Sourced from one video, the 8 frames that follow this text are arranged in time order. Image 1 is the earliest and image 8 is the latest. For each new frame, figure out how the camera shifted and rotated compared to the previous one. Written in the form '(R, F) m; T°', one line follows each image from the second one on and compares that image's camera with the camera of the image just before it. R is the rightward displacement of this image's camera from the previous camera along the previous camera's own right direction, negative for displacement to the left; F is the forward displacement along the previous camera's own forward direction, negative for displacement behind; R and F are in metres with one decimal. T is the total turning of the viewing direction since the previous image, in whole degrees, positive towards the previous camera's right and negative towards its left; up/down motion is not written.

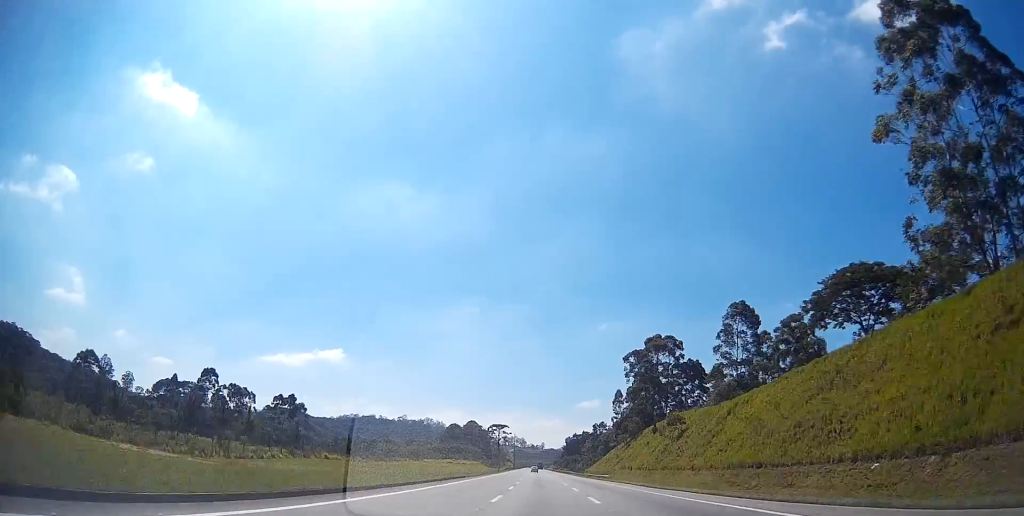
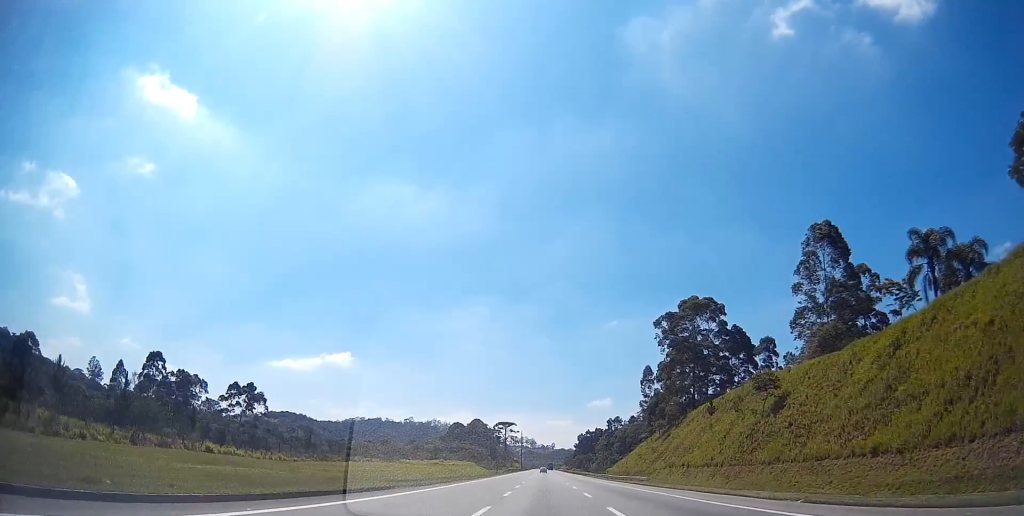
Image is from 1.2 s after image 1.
(-0.2, +30.8) m; -2°
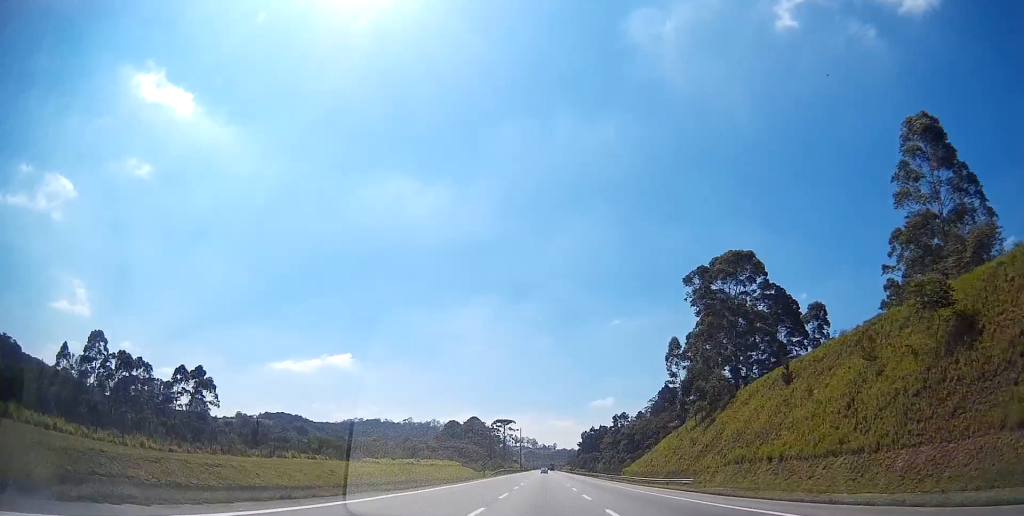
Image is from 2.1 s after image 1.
(-0.5, +23.5) m; -1°
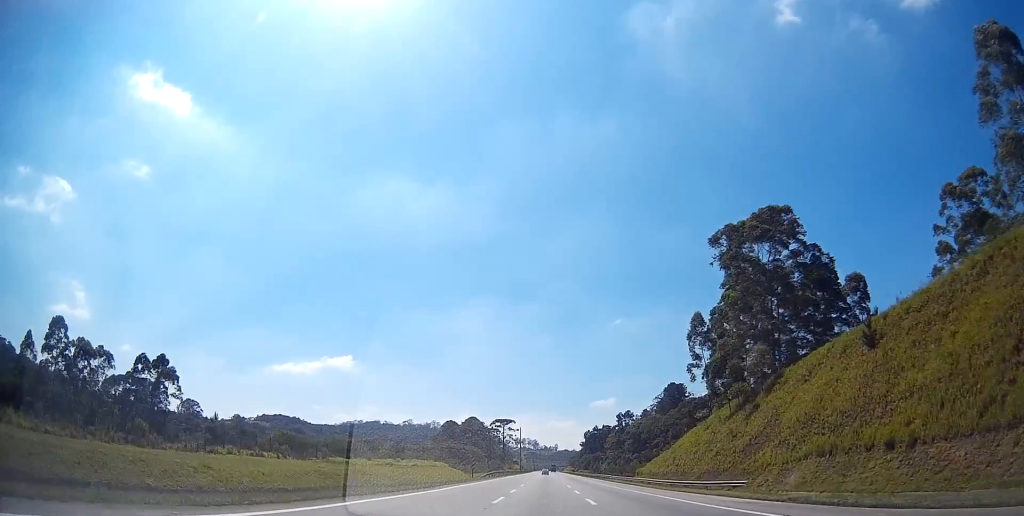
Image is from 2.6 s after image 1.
(0.0, +13.8) m; 0°
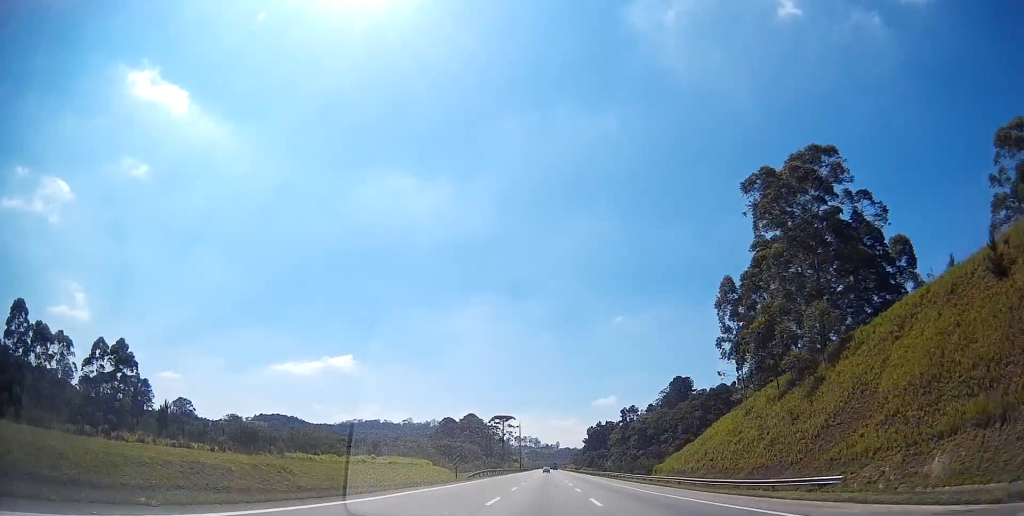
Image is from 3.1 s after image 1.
(+0.1, +12.9) m; 0°
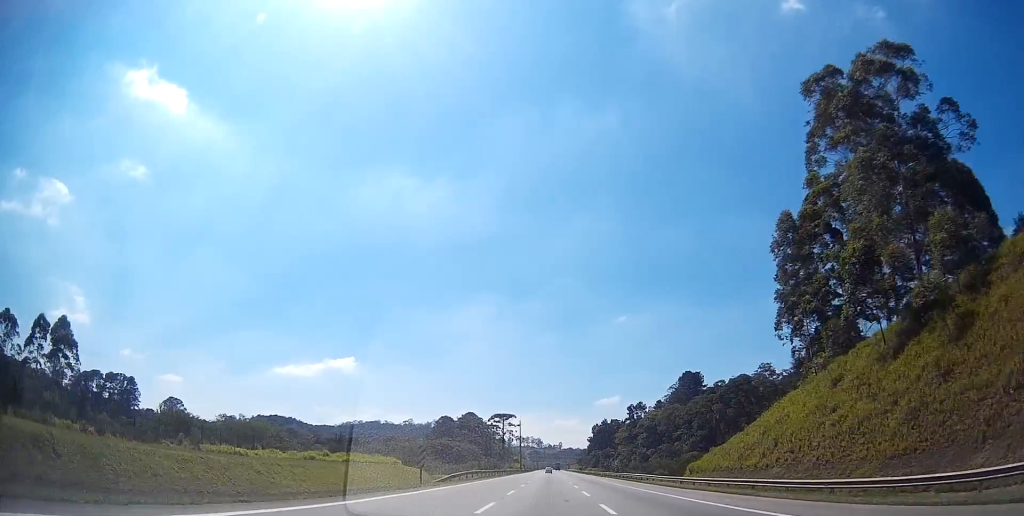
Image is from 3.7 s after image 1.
(-0.1, +16.4) m; 0°
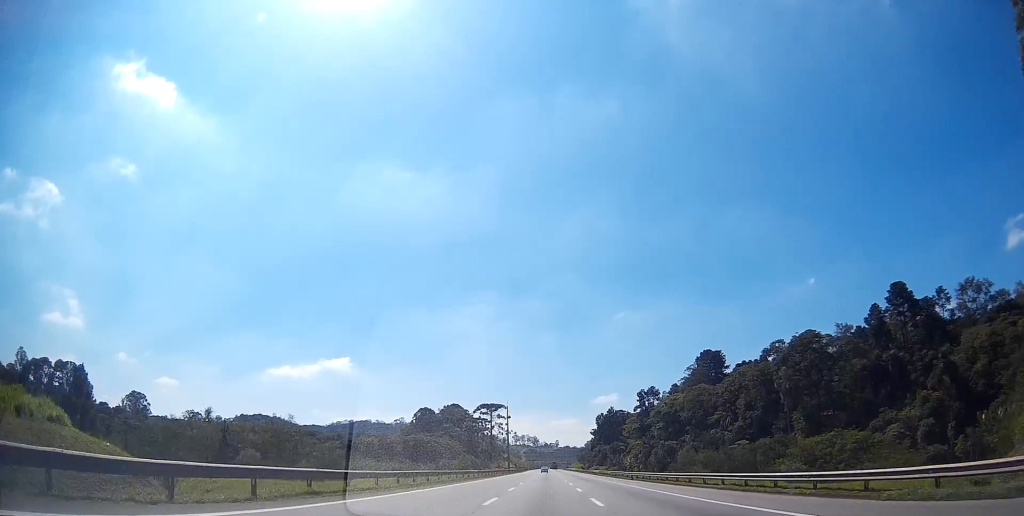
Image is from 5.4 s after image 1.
(+0.4, +44.0) m; 0°
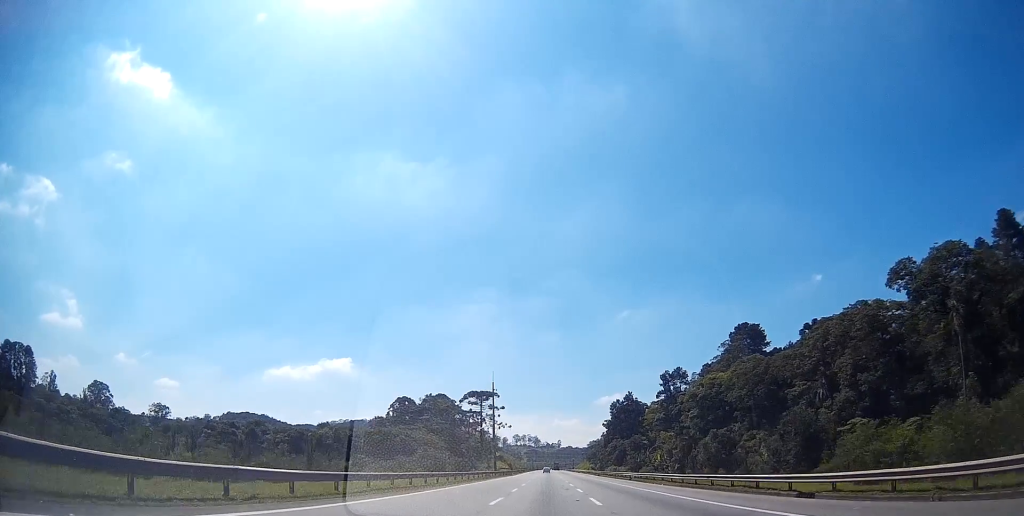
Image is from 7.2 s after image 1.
(-0.3, +45.6) m; 0°
